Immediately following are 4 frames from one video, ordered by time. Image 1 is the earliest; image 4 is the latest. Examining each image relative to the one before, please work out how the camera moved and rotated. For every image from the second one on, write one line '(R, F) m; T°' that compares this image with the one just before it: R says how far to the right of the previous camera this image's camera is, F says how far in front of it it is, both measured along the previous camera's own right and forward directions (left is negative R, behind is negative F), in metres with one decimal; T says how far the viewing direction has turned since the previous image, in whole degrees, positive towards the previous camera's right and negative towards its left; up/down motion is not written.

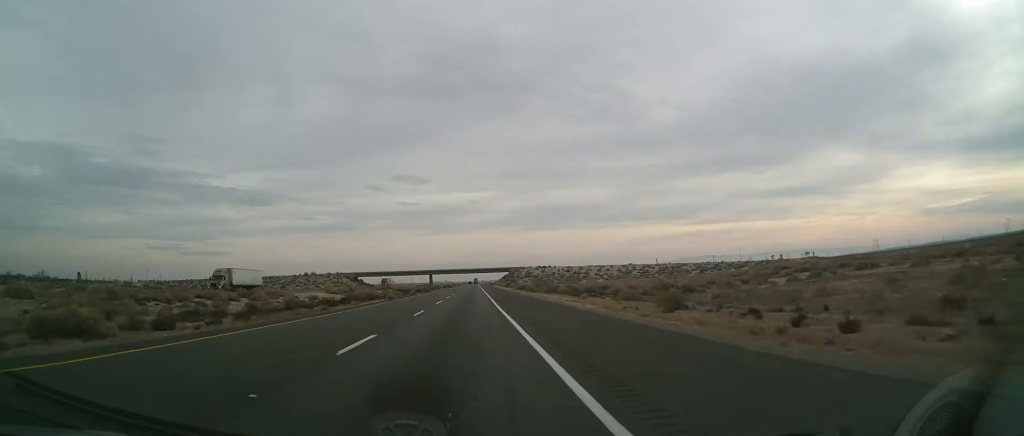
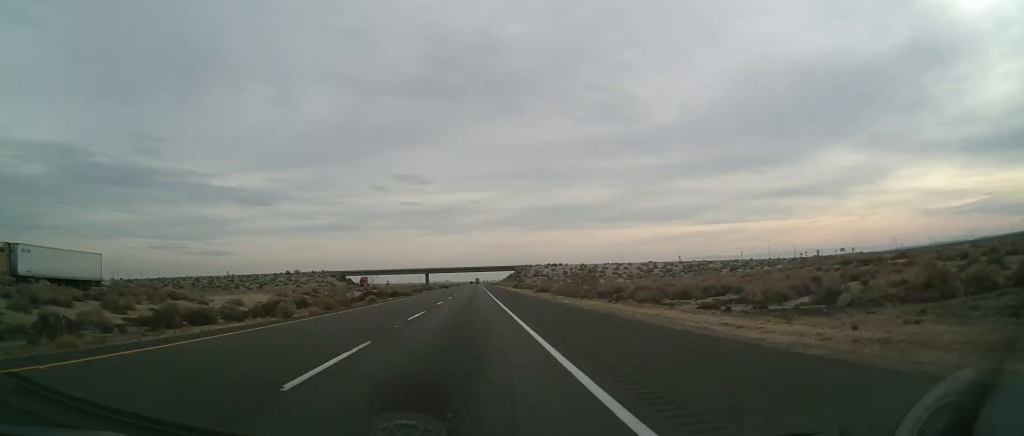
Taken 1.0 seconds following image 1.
(+0.2, +33.6) m; 0°
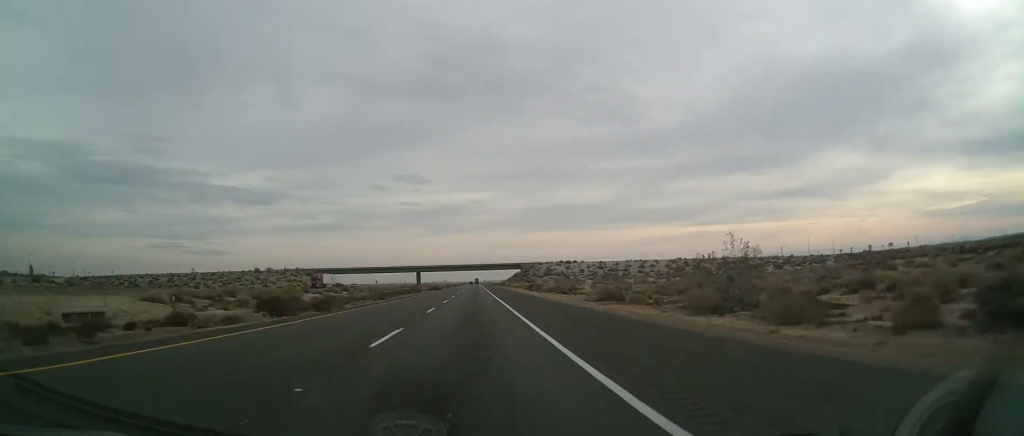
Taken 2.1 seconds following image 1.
(-0.2, +40.2) m; 0°
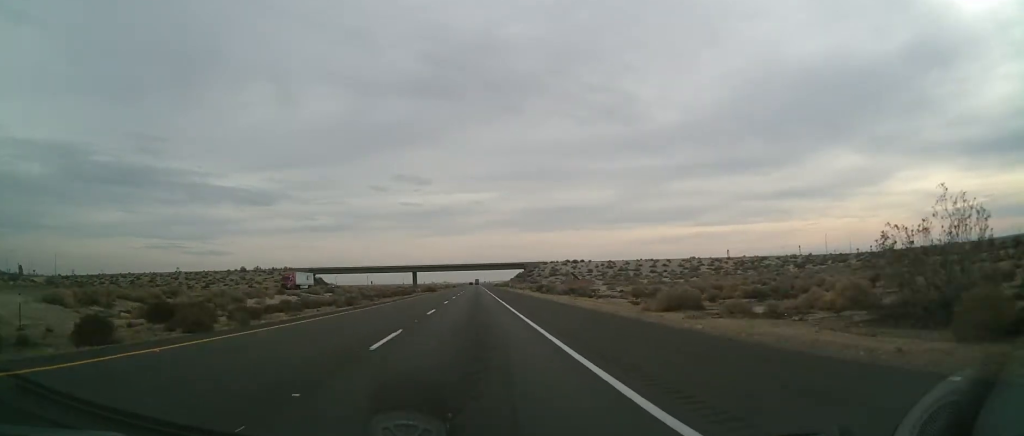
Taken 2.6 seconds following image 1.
(0.0, +14.9) m; 0°
